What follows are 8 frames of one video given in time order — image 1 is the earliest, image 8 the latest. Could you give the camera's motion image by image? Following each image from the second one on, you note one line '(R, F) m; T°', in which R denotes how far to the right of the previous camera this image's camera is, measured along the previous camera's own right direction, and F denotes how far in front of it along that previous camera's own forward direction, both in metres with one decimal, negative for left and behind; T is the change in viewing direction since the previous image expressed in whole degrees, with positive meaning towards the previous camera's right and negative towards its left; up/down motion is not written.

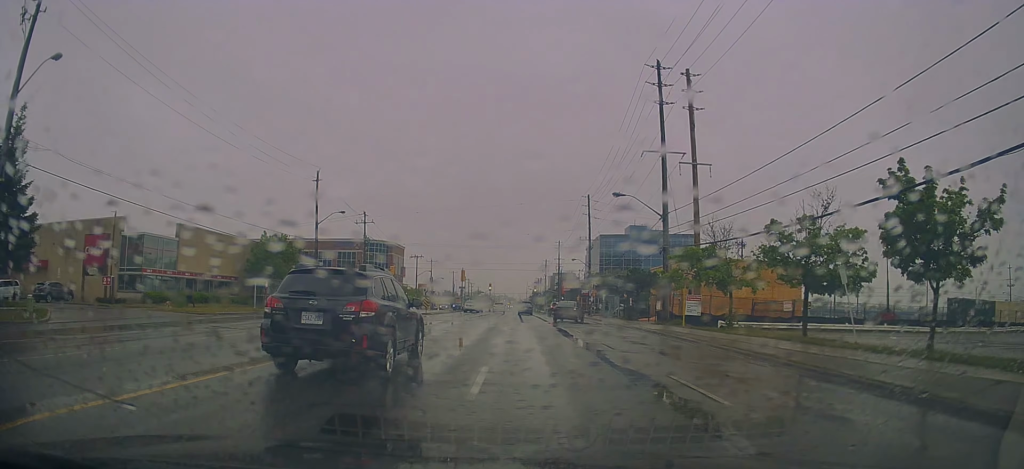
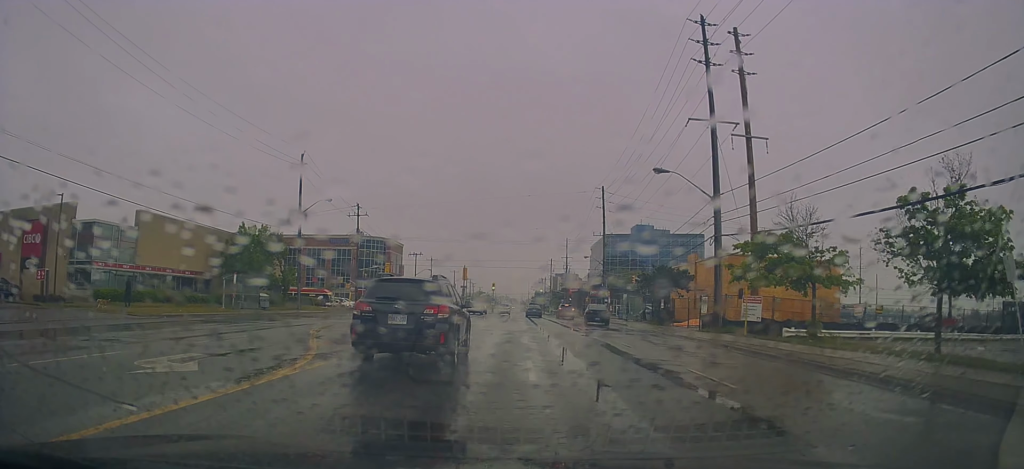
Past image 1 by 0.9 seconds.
(0.0, +7.2) m; -6°
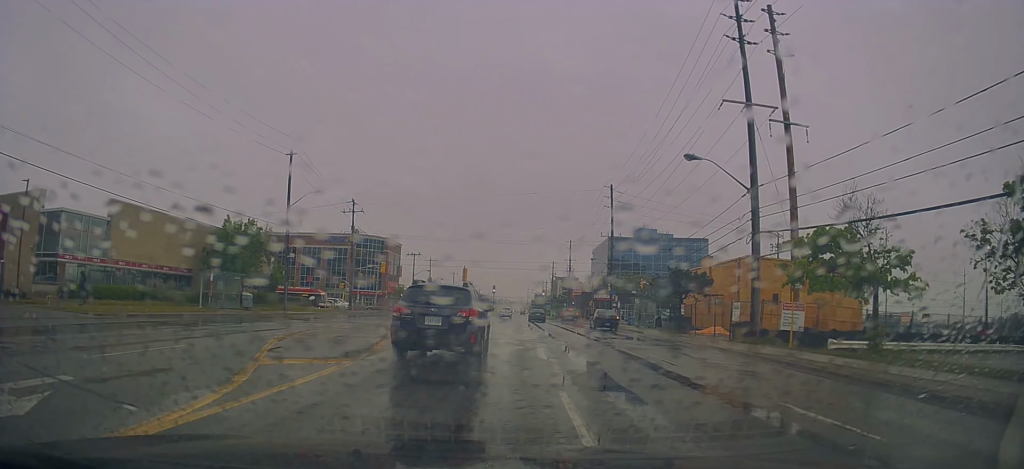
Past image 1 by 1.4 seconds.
(-0.6, +4.0) m; -1°
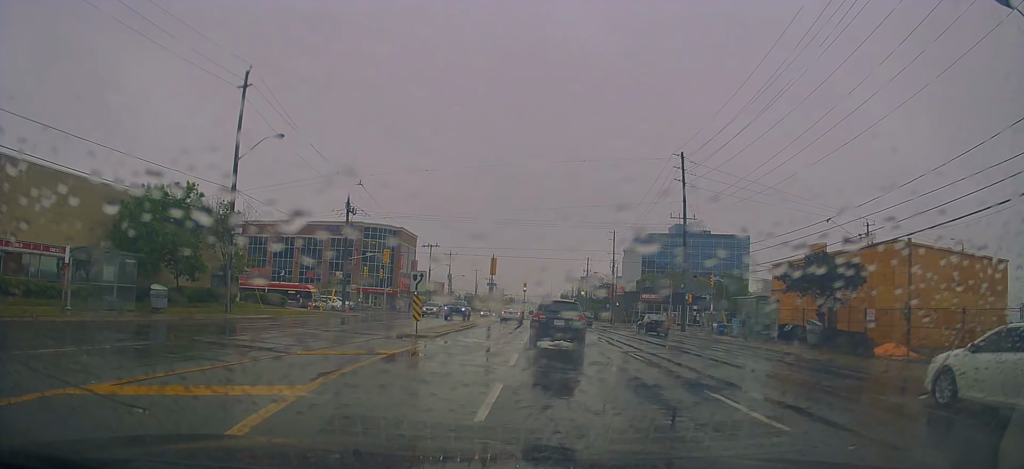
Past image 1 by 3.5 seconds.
(+1.2, +17.0) m; +3°
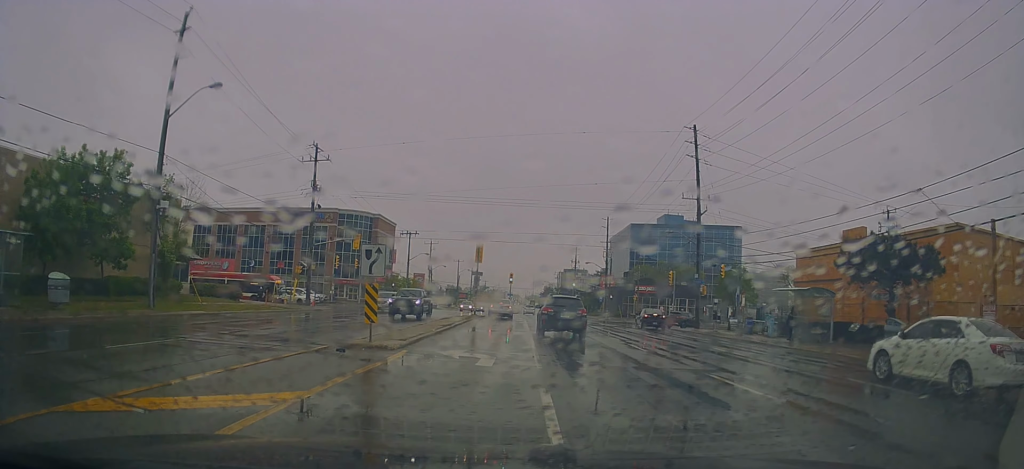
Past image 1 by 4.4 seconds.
(-0.5, +7.3) m; 0°
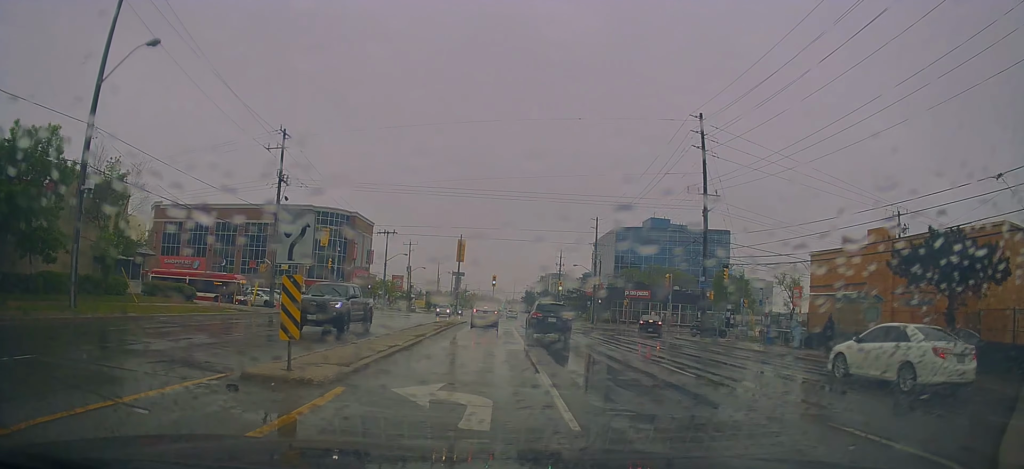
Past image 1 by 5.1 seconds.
(+0.1, +5.1) m; +3°
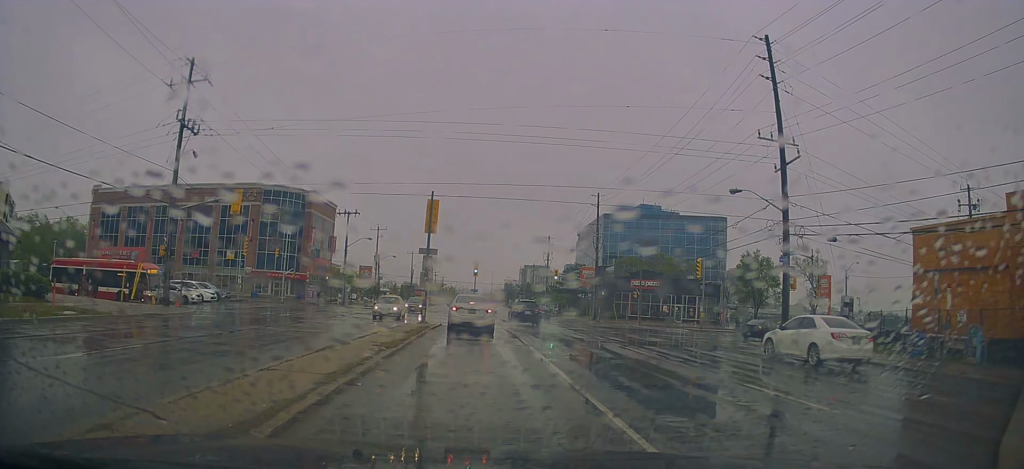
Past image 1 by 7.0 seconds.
(+1.0, +14.8) m; +4°
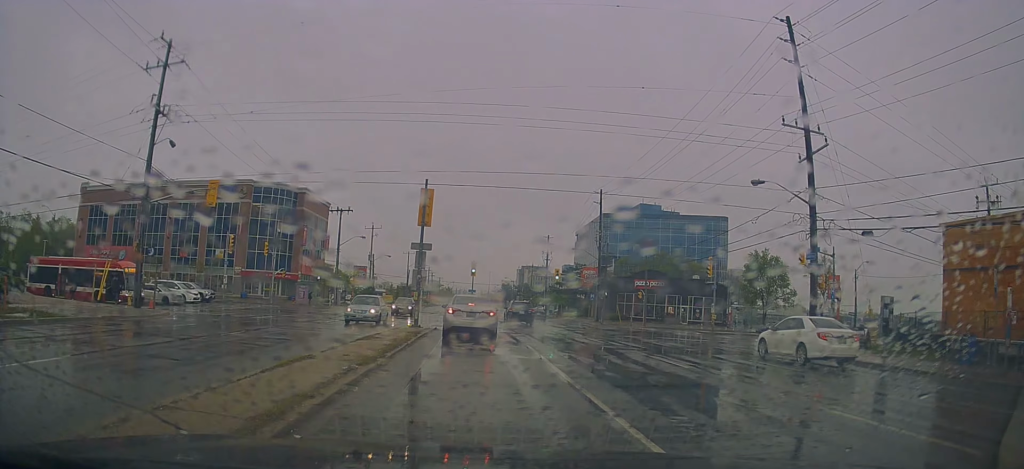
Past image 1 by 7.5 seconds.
(-0.1, +3.0) m; +2°
